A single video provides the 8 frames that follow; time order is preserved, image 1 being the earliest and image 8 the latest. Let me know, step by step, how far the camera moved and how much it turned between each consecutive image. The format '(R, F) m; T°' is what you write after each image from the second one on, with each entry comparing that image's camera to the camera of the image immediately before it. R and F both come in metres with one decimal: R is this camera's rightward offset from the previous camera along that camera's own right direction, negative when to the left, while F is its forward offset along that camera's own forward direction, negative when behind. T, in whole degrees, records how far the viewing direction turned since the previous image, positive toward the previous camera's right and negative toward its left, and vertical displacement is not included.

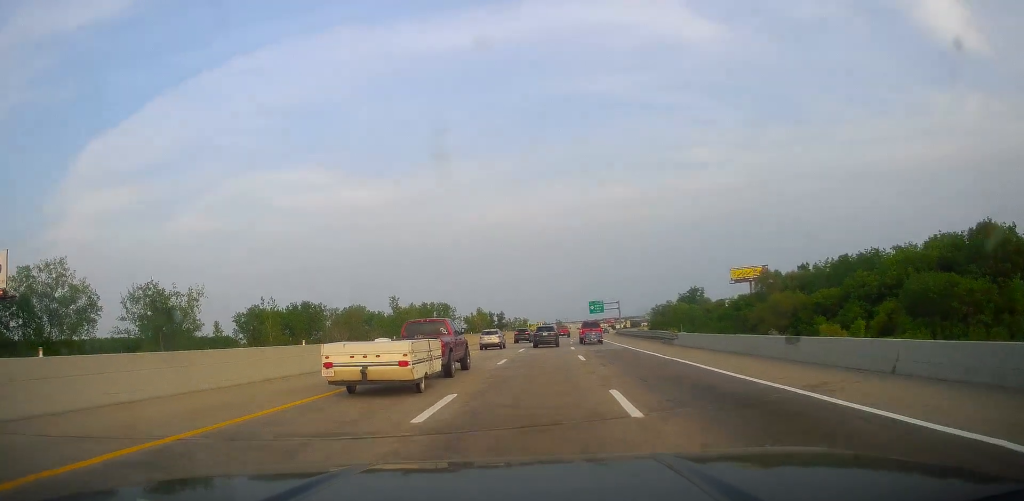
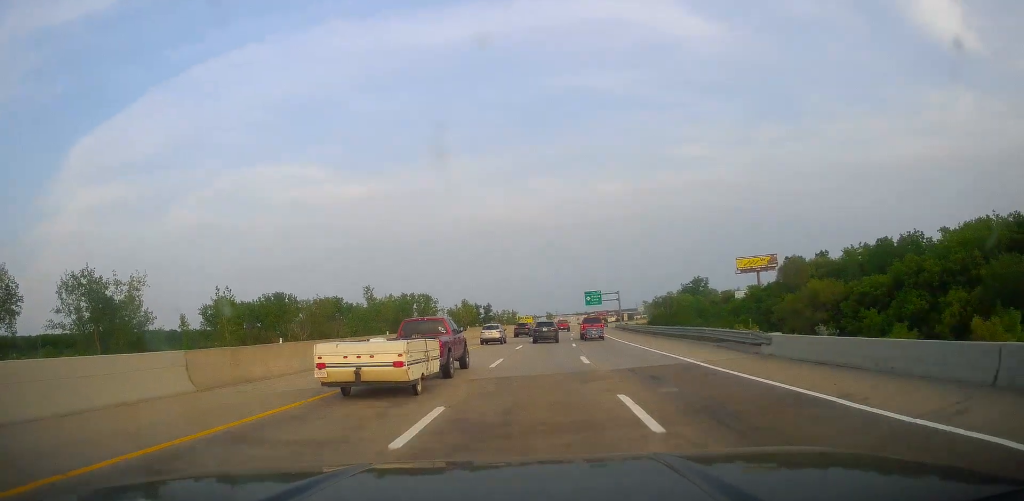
(+0.1, +17.5) m; +1°
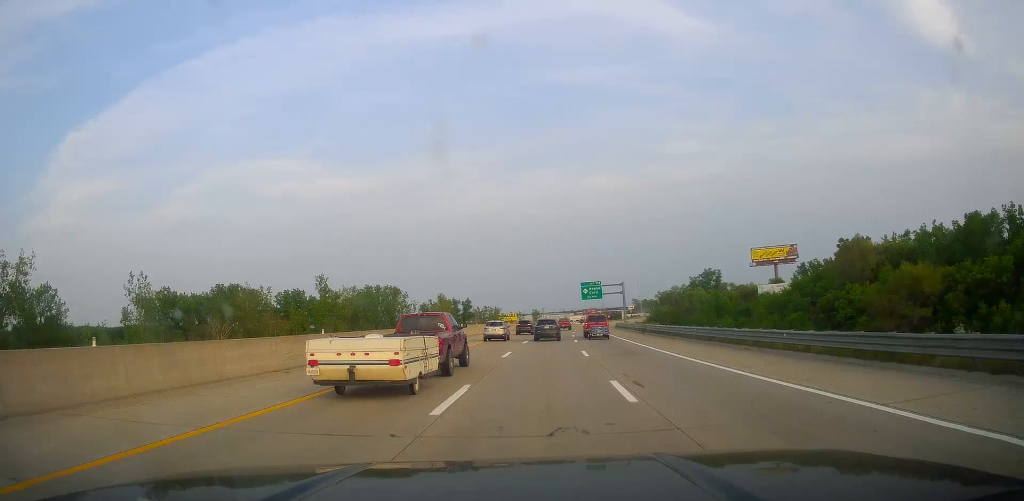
(+0.2, +26.9) m; +1°
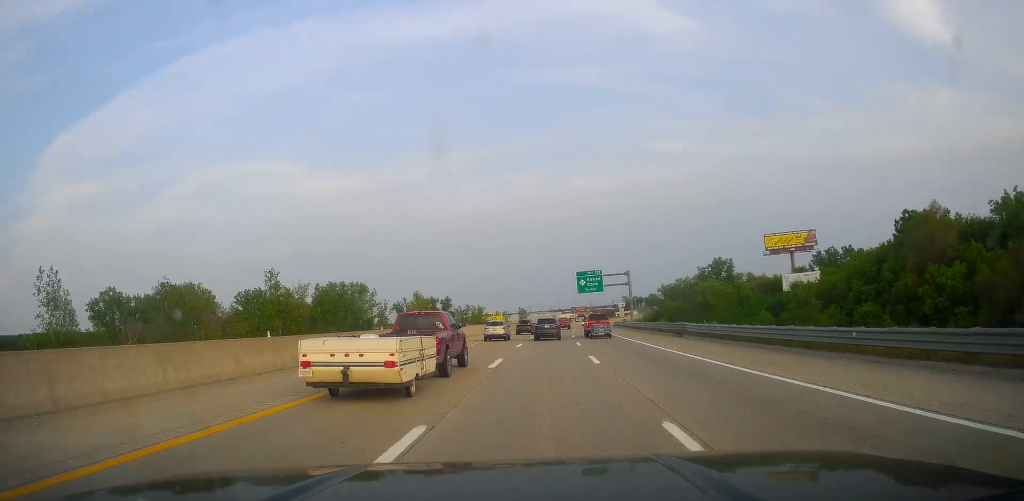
(+0.3, +21.0) m; +1°
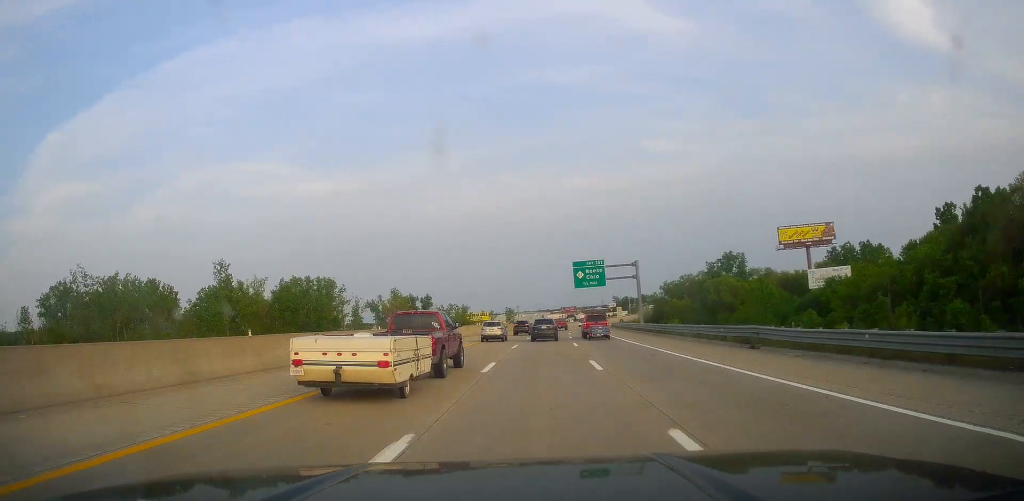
(+0.1, +16.4) m; +1°
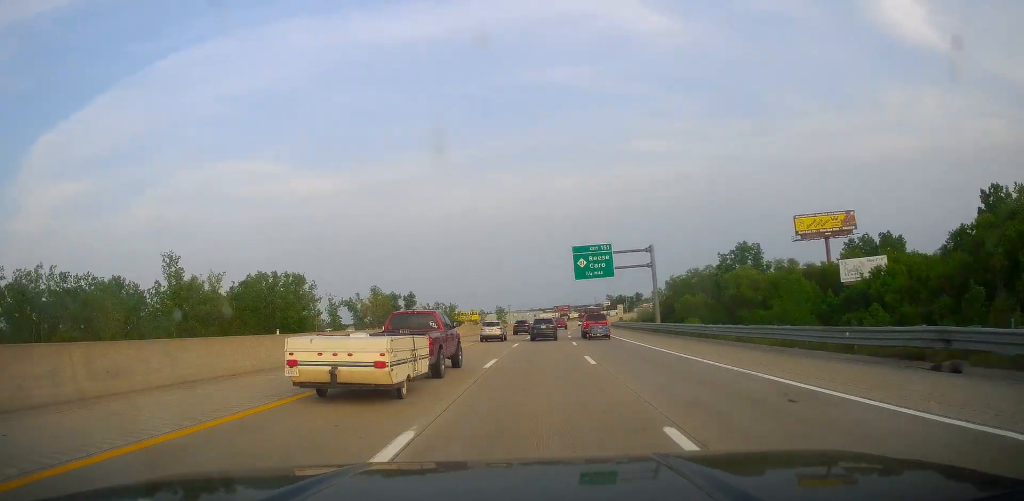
(+0.1, +14.0) m; +1°
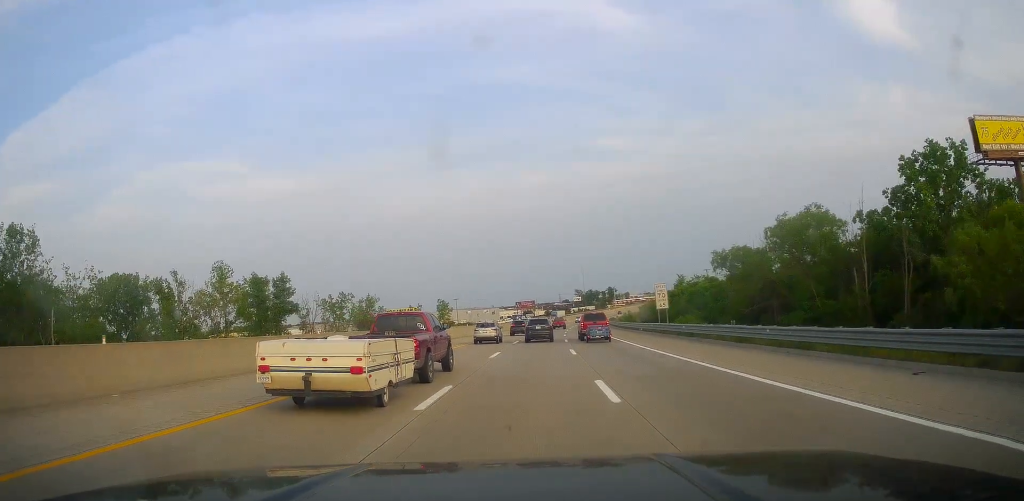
(+3.3, +70.2) m; +4°
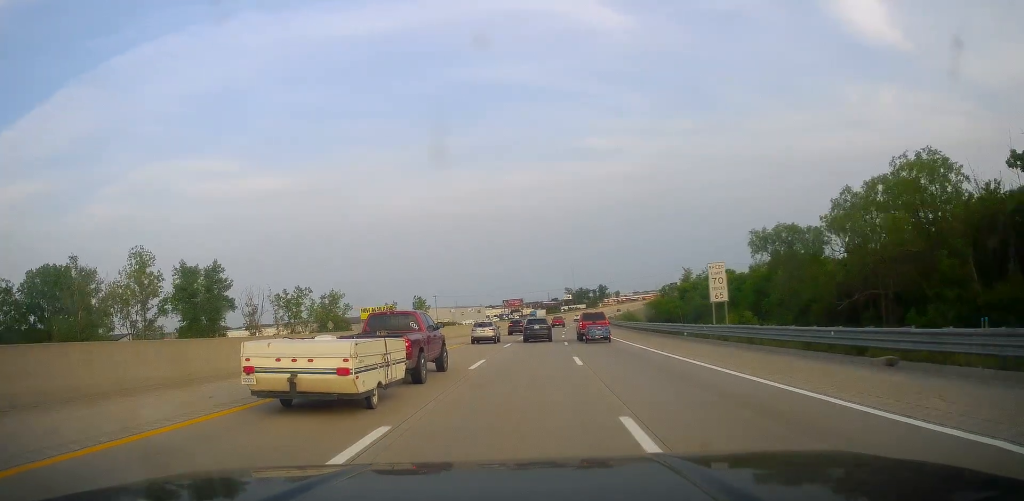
(-0.4, +21.3) m; 0°
